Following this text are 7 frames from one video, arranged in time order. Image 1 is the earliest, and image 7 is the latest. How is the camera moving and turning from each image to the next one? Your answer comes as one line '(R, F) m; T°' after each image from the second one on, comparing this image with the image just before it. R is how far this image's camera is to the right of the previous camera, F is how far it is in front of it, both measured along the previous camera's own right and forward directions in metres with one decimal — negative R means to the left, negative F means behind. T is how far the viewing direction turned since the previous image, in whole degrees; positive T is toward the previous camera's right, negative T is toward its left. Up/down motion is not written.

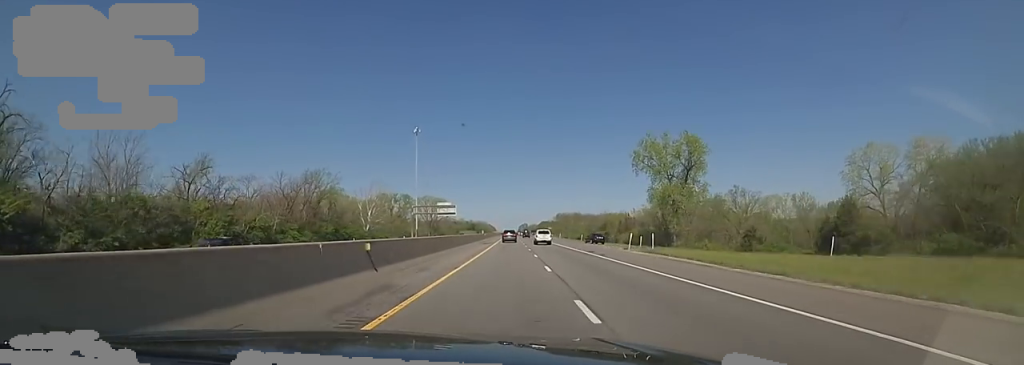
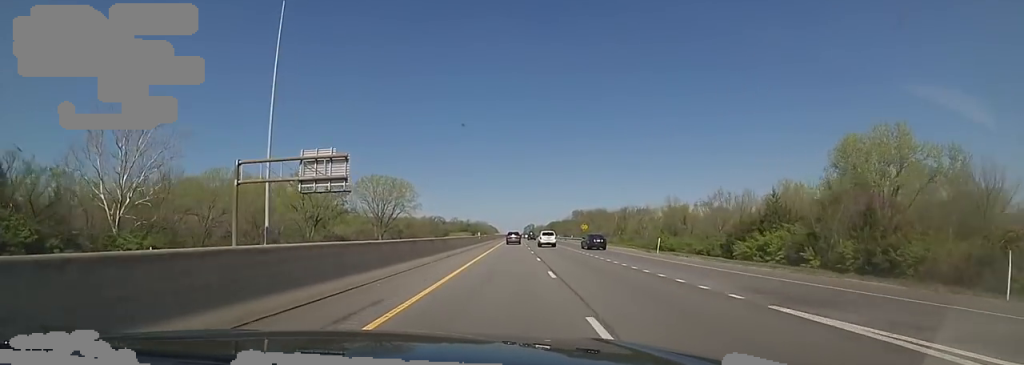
(+2.3, +80.2) m; 0°
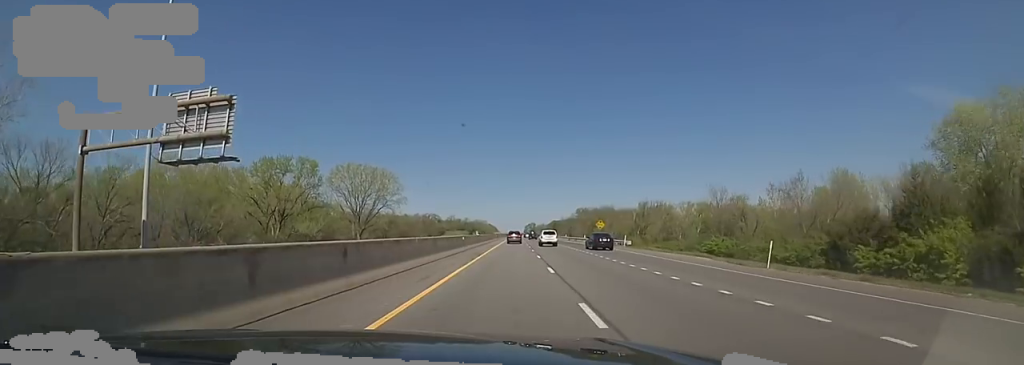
(-0.8, +18.0) m; 0°
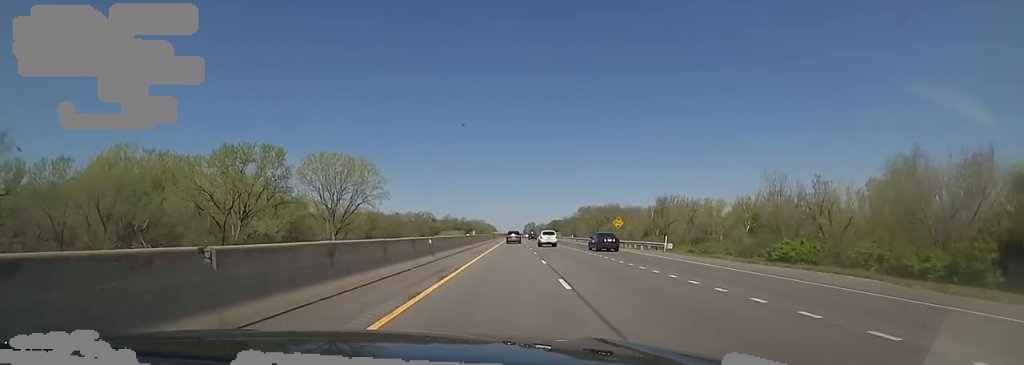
(-0.3, +14.7) m; 0°
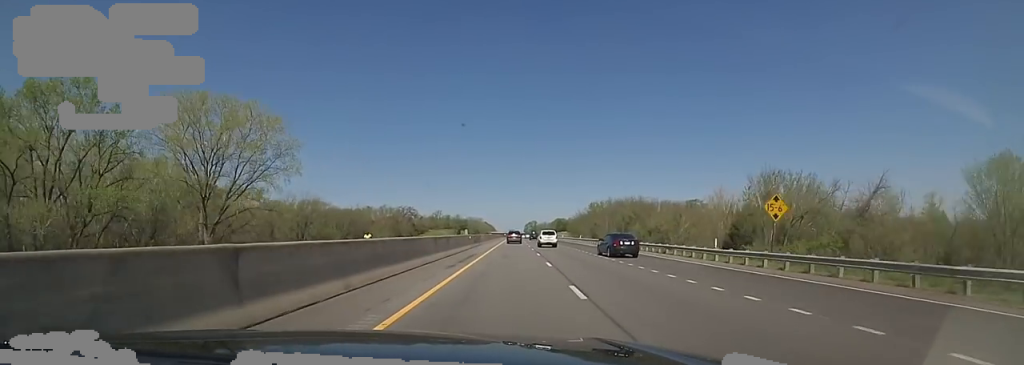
(+0.6, +40.9) m; 0°
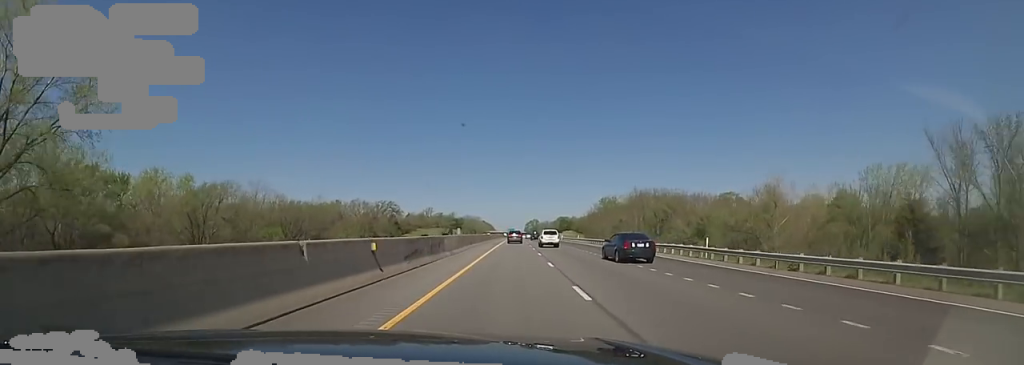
(-0.6, +29.6) m; 0°
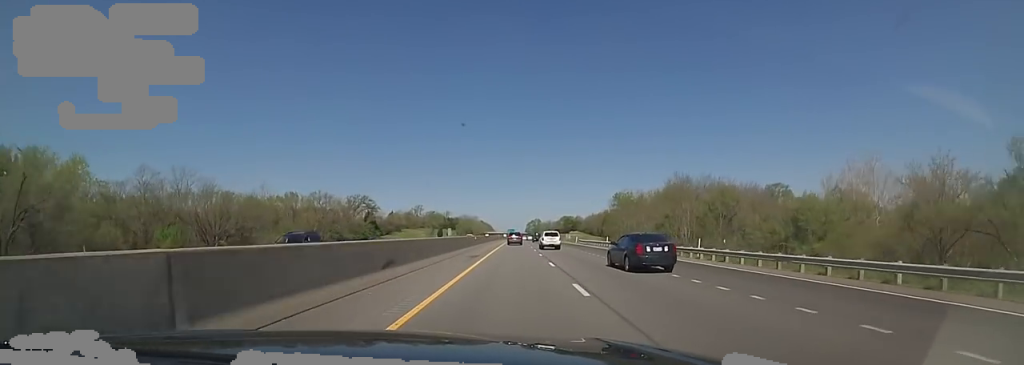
(+0.8, +28.5) m; 0°
